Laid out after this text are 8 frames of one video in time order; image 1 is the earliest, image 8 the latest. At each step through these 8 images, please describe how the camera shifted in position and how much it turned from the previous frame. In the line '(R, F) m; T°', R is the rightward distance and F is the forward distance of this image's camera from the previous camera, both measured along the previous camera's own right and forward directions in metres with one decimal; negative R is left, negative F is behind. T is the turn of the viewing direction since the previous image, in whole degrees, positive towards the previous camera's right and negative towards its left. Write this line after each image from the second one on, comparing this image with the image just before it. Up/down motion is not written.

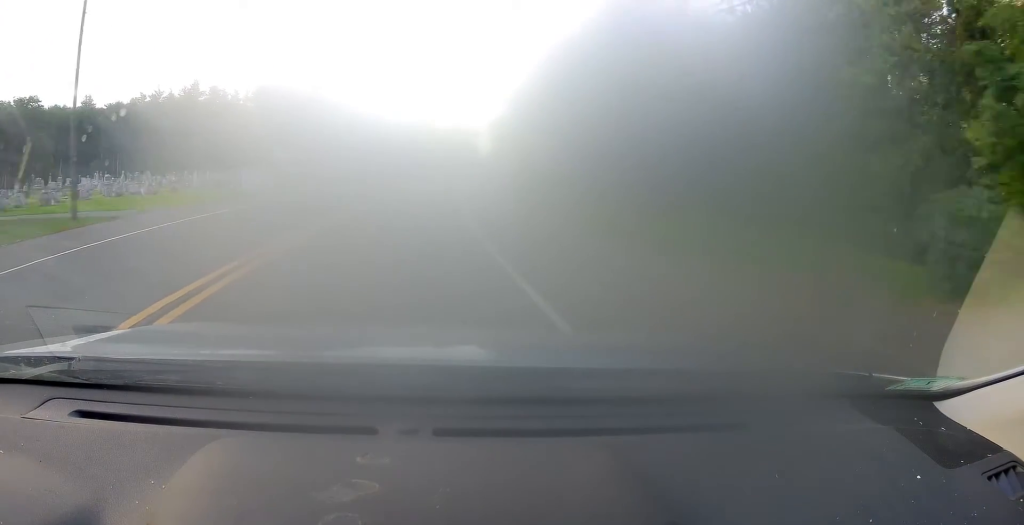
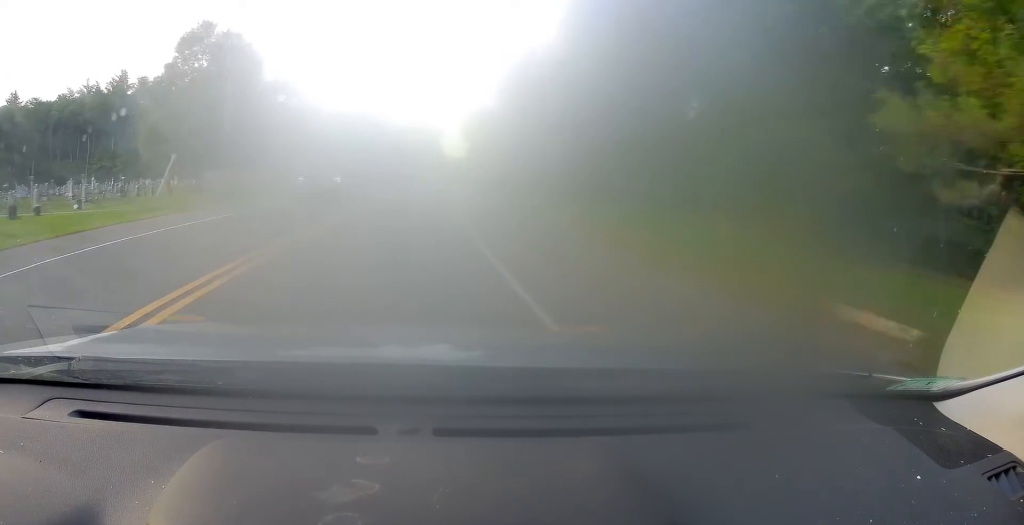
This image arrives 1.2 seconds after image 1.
(+0.6, +29.2) m; +1°
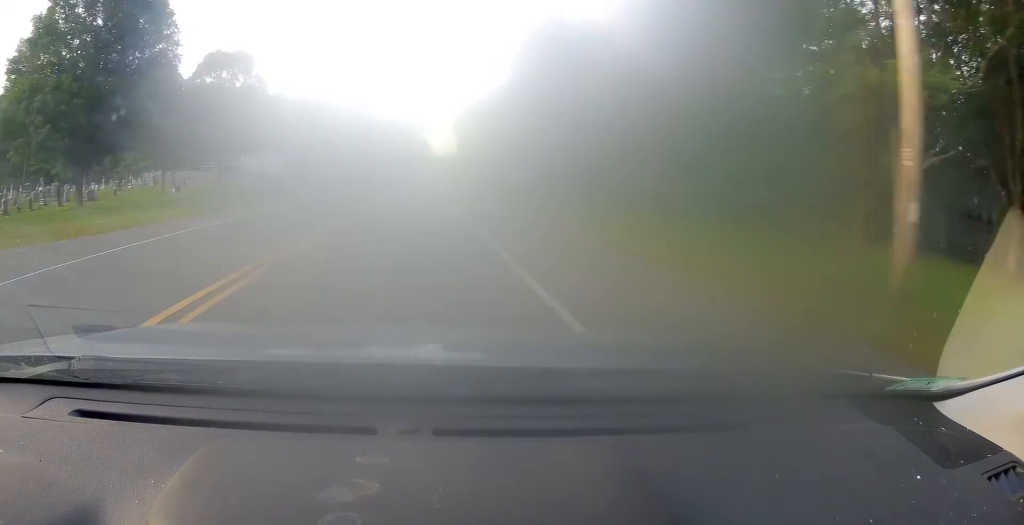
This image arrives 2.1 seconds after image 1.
(0.0, +22.8) m; +1°
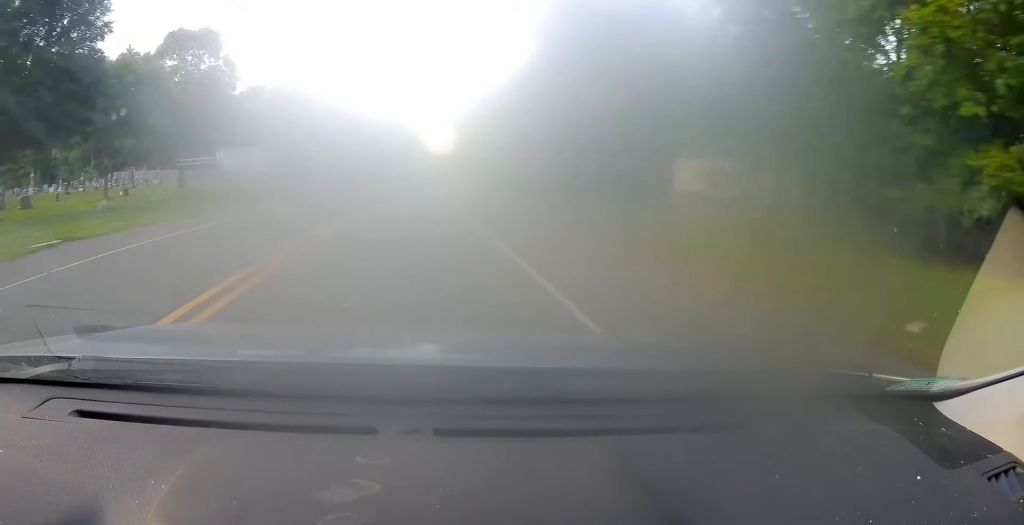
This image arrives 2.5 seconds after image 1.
(0.0, +9.8) m; 0°
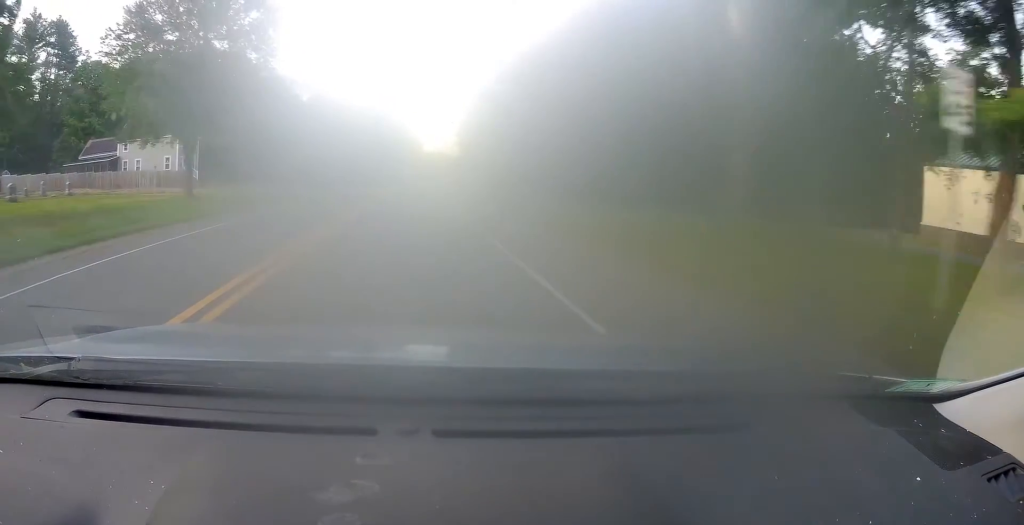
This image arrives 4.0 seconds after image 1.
(+0.9, +36.7) m; +2°
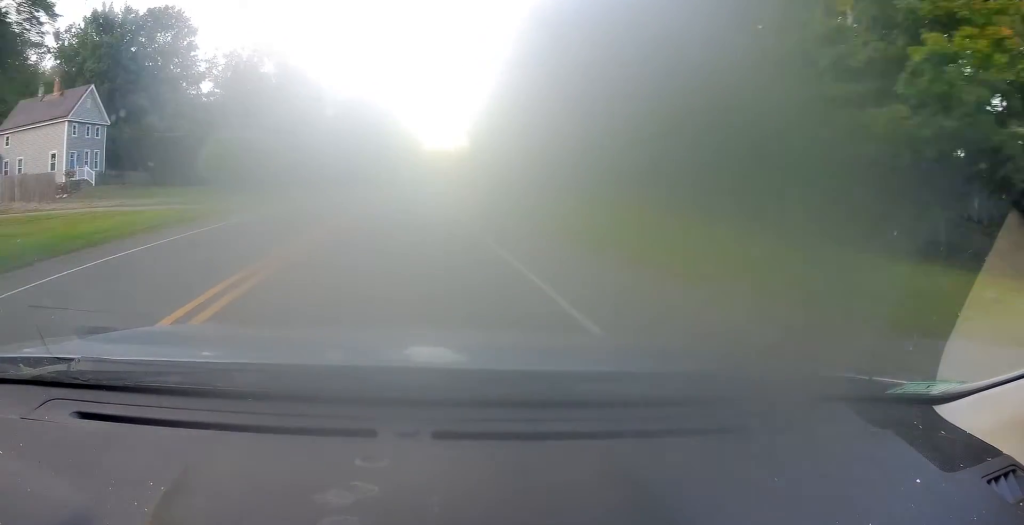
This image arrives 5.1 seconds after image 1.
(-0.1, +25.4) m; -1°
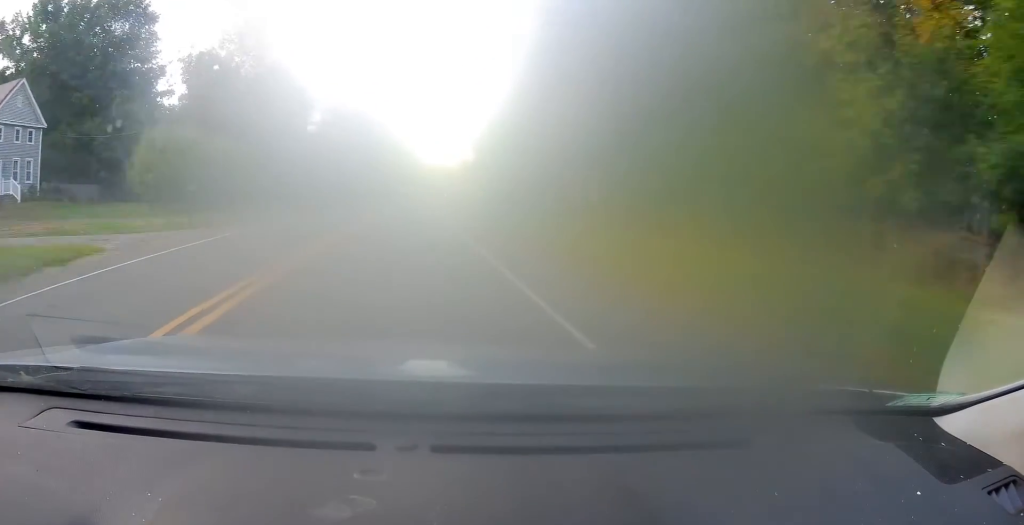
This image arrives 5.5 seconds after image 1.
(-0.1, +10.7) m; 0°
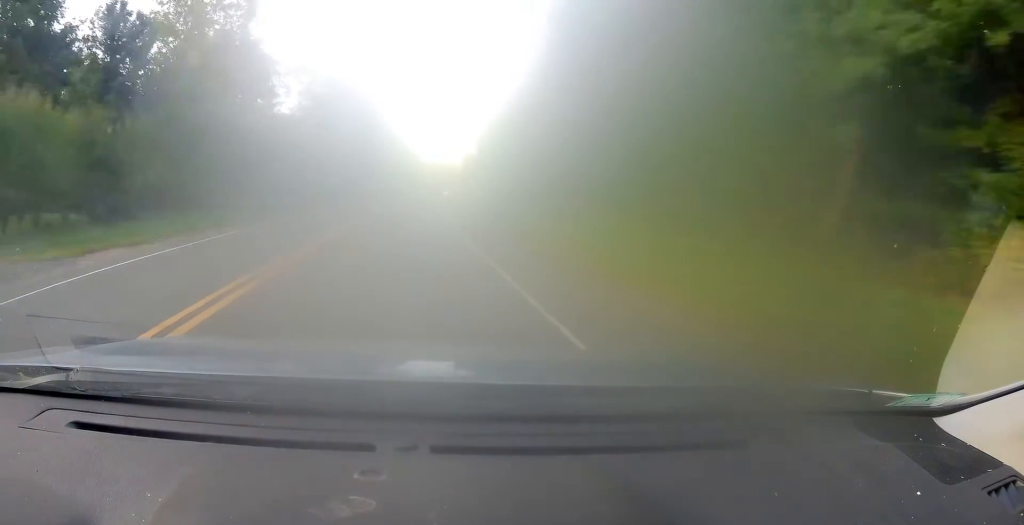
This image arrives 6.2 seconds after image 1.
(0.0, +16.4) m; +1°
